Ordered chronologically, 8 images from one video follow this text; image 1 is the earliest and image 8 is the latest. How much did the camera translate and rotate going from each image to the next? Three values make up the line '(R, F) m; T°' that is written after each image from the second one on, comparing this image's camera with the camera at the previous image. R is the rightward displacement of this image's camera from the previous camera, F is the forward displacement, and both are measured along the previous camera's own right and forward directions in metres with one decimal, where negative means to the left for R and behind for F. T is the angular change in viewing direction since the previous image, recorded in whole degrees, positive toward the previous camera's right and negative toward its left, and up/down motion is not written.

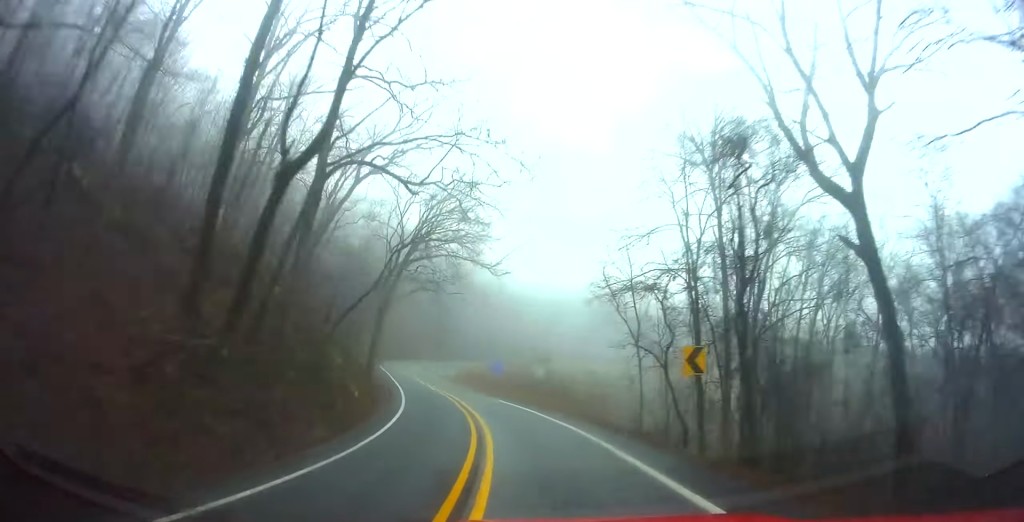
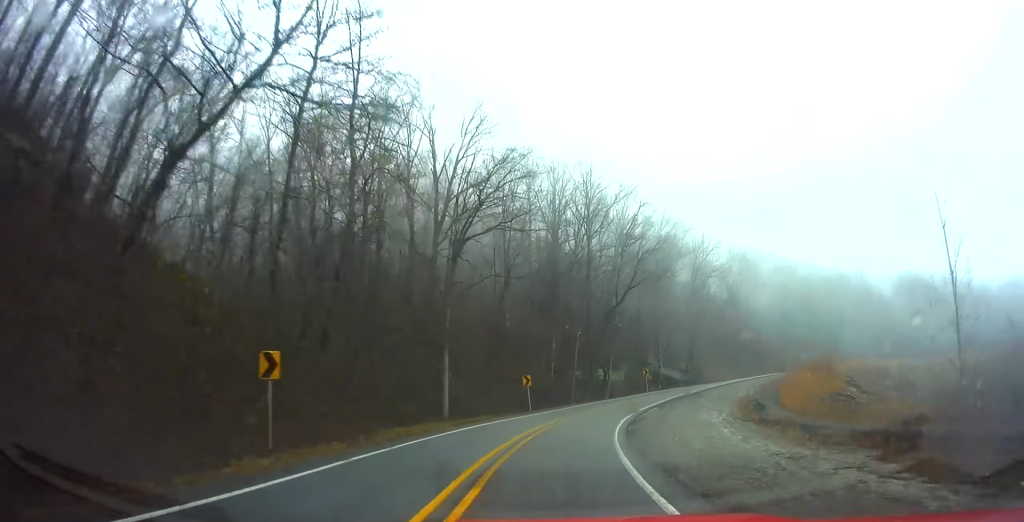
(-15.1, +85.1) m; -18°
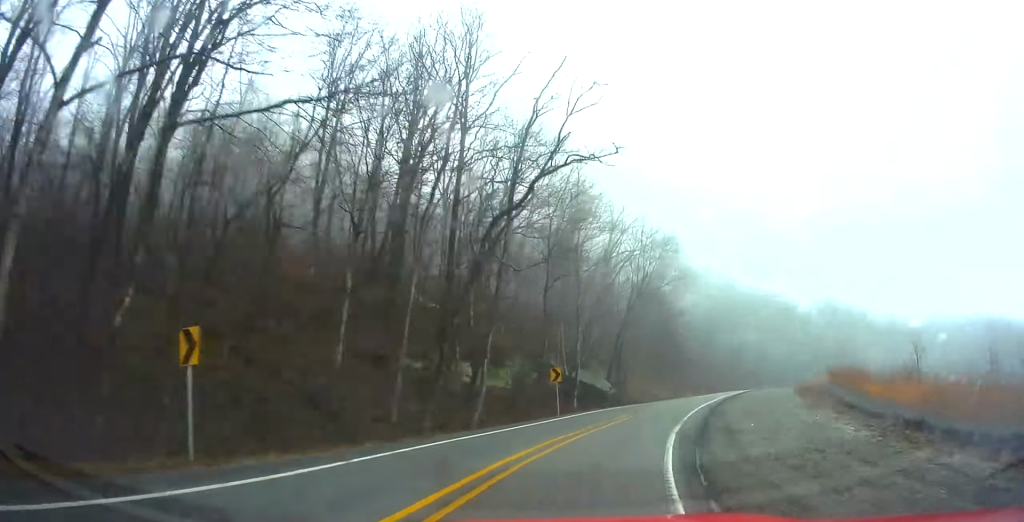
(-1.1, +31.5) m; +5°
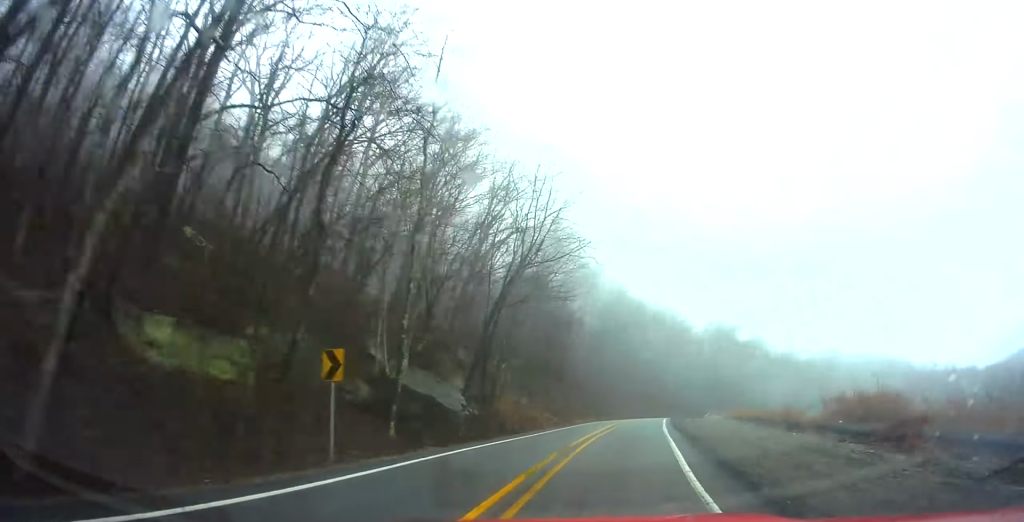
(-1.4, +19.6) m; +4°
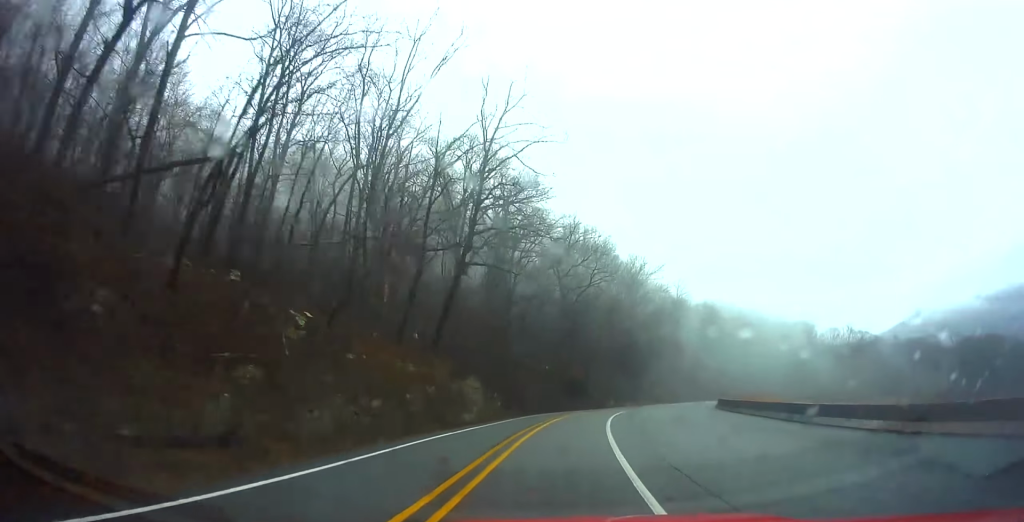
(+26.0, +84.5) m; +28°
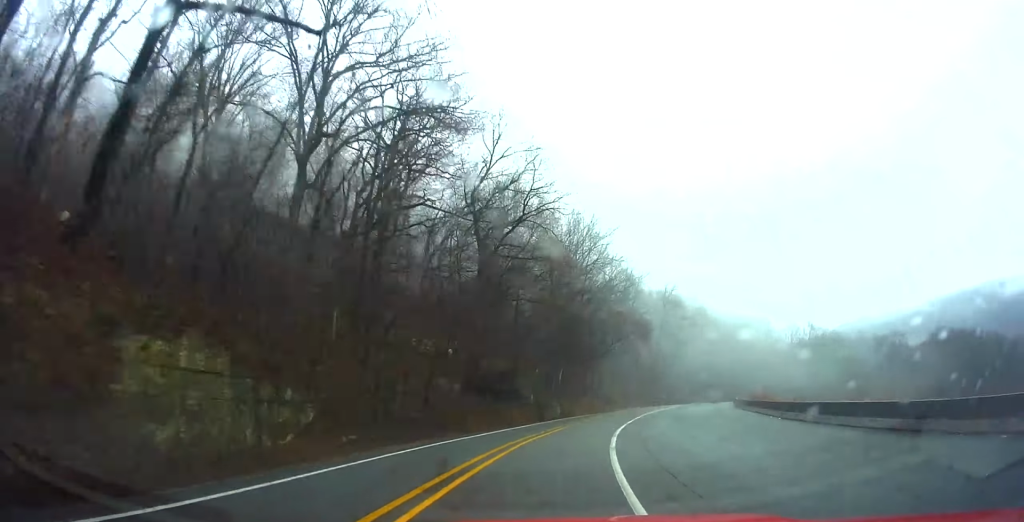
(+1.9, +28.5) m; +6°
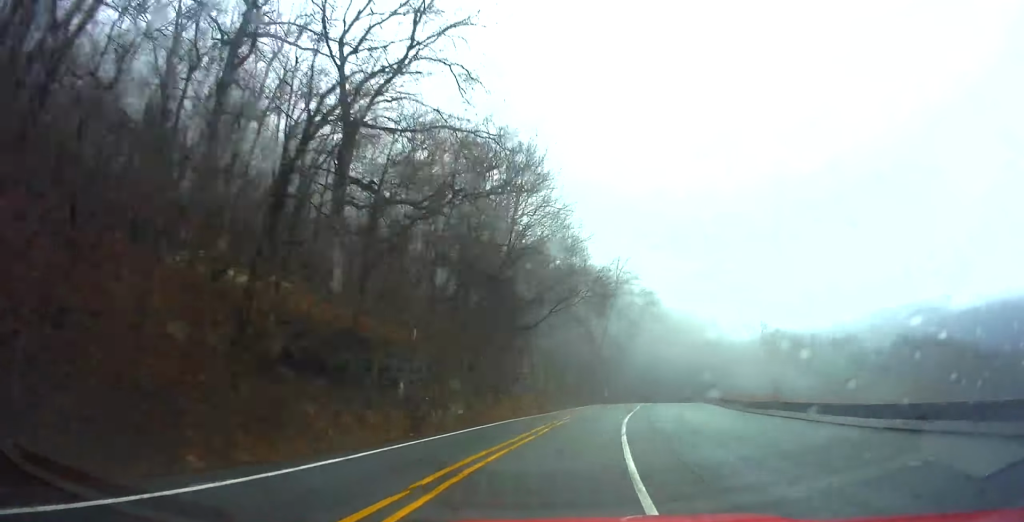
(+0.2, +21.9) m; +4°
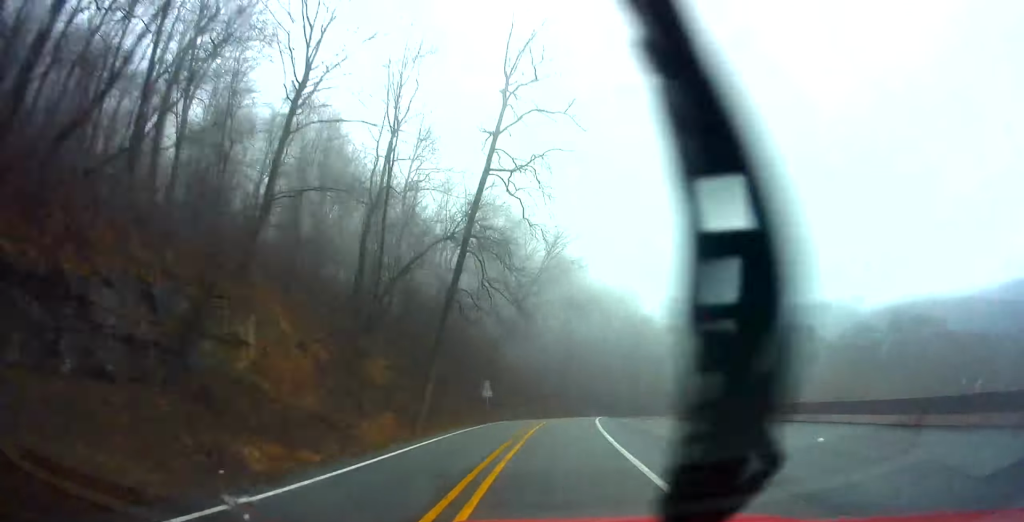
(+4.5, +53.7) m; +10°
